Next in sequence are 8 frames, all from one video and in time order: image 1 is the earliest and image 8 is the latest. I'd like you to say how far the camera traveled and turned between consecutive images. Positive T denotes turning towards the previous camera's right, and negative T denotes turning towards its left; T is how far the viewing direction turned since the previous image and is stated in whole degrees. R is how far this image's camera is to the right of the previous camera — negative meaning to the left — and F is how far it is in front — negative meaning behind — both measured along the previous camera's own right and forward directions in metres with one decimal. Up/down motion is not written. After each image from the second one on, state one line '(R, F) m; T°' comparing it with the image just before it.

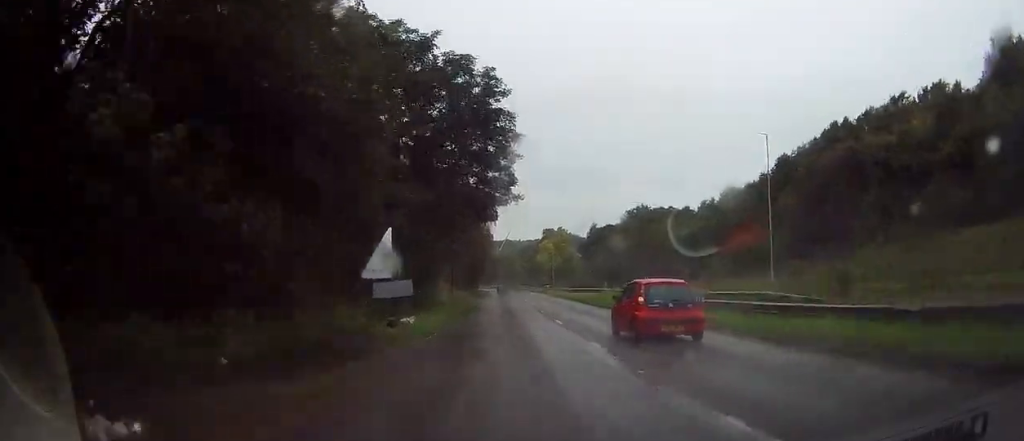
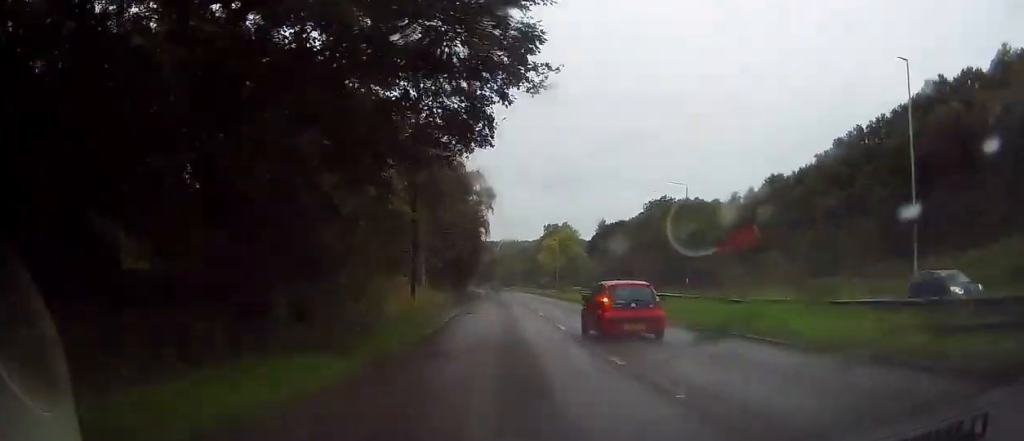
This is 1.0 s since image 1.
(+0.5, +20.6) m; +1°
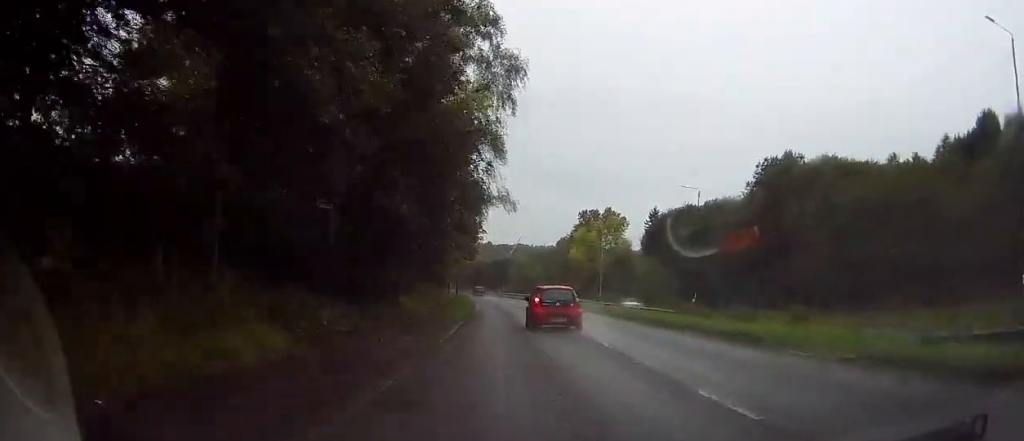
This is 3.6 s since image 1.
(-1.0, +51.0) m; -2°
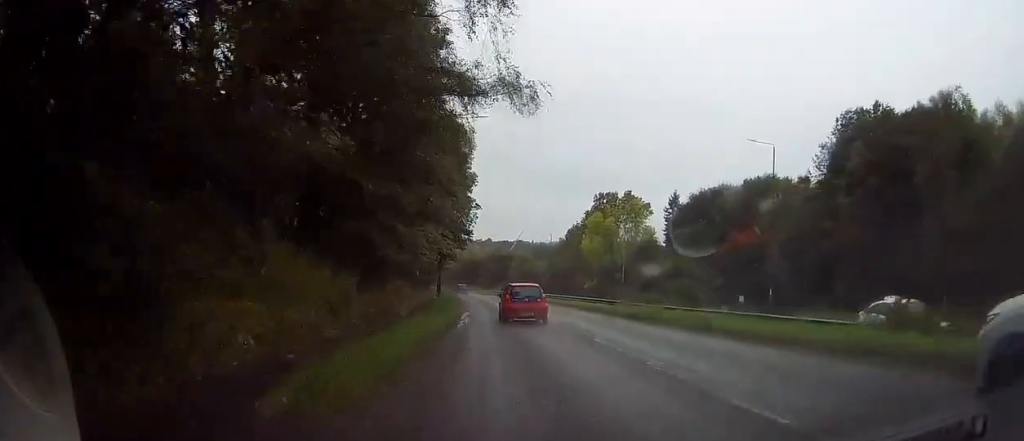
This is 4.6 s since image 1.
(0.0, +19.2) m; 0°
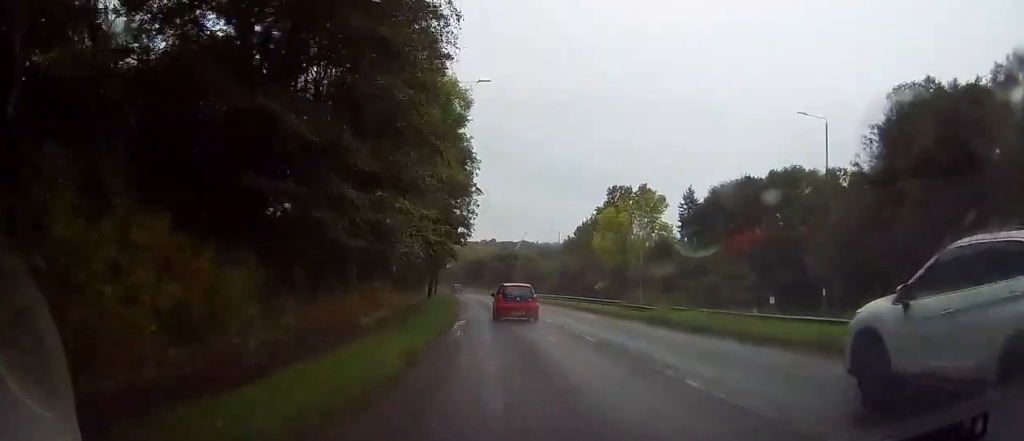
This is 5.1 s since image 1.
(+0.2, +8.0) m; 0°
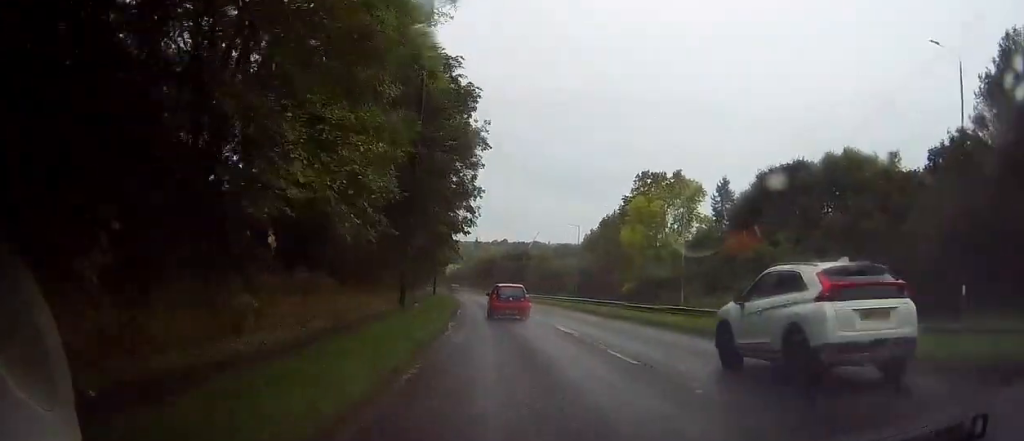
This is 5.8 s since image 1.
(-0.3, +13.5) m; -1°
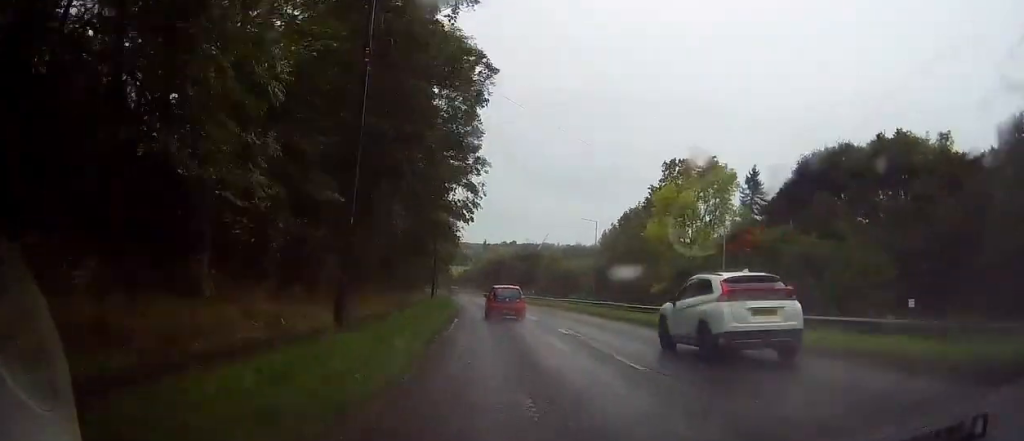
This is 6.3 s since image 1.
(-0.1, +9.8) m; -1°
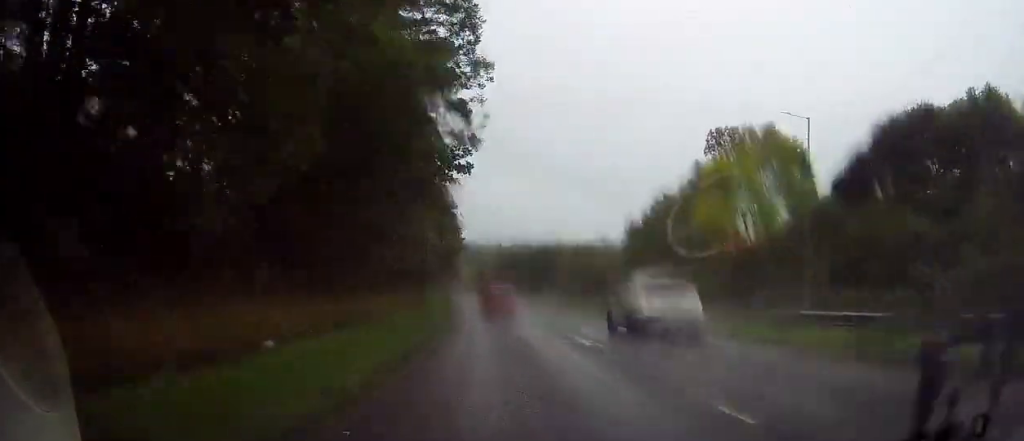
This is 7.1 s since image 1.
(0.0, +14.1) m; 0°
